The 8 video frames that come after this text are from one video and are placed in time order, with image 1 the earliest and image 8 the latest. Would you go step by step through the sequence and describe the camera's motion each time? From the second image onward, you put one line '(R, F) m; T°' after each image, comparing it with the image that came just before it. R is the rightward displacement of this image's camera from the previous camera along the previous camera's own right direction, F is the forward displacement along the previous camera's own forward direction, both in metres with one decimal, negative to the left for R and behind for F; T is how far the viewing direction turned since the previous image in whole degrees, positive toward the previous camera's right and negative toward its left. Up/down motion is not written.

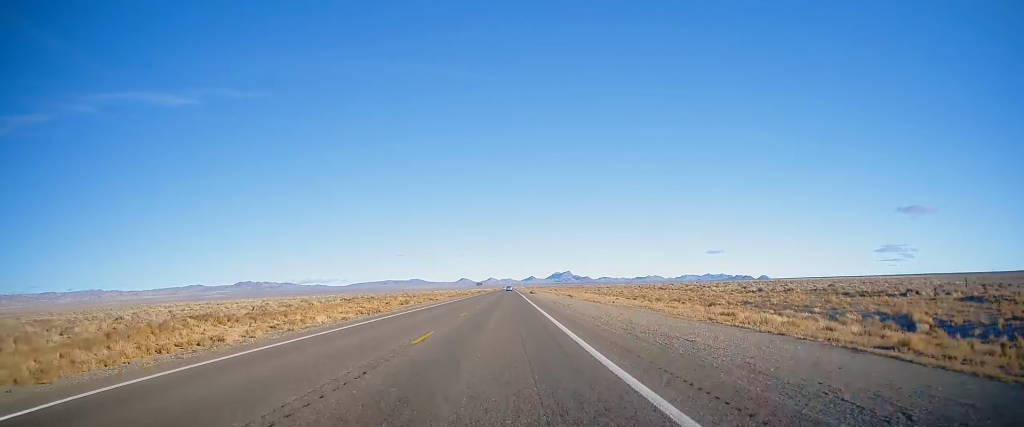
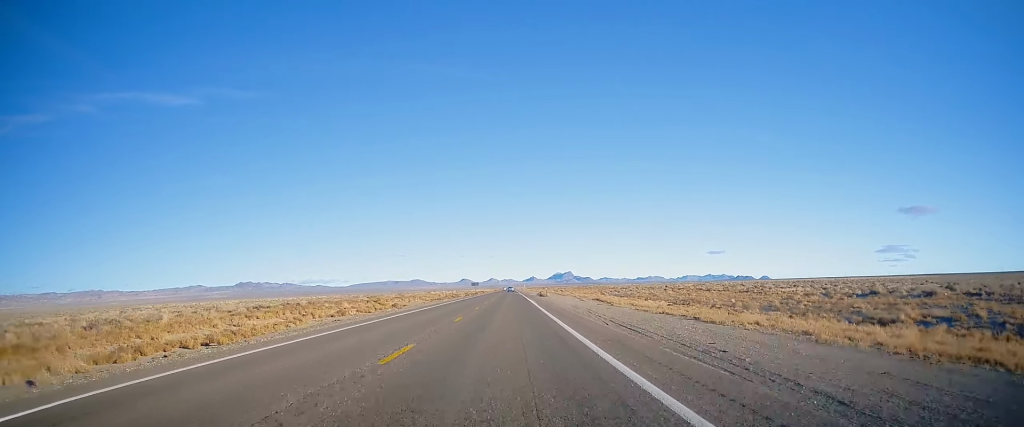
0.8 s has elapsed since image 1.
(+0.1, +28.0) m; -1°
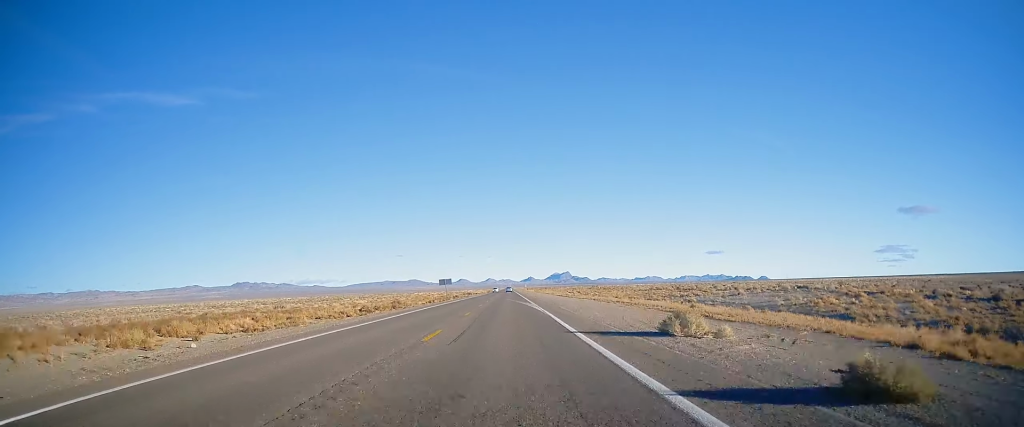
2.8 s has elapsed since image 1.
(+0.1, +69.0) m; +1°
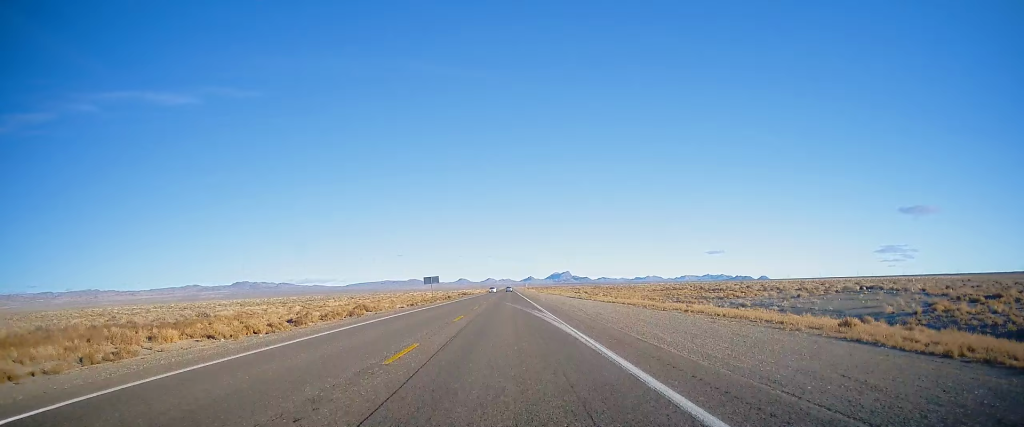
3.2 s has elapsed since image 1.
(0.0, +16.5) m; 0°
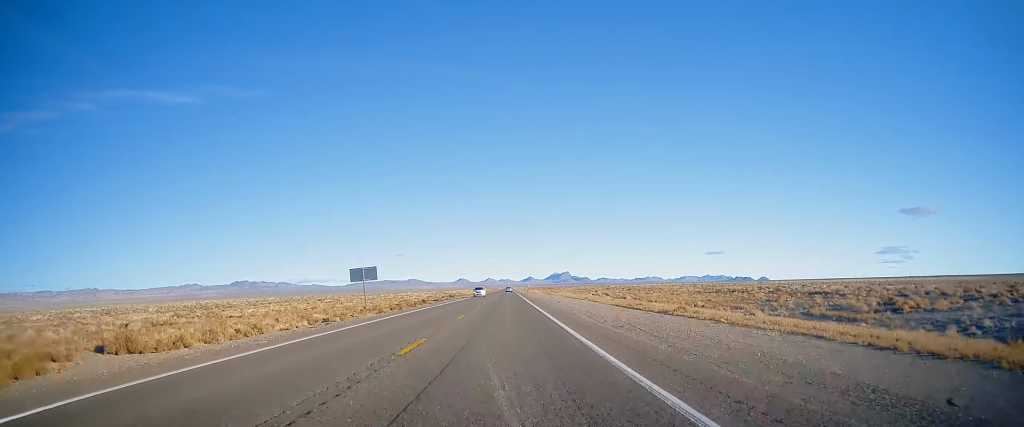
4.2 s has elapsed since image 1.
(-0.1, +35.5) m; -1°
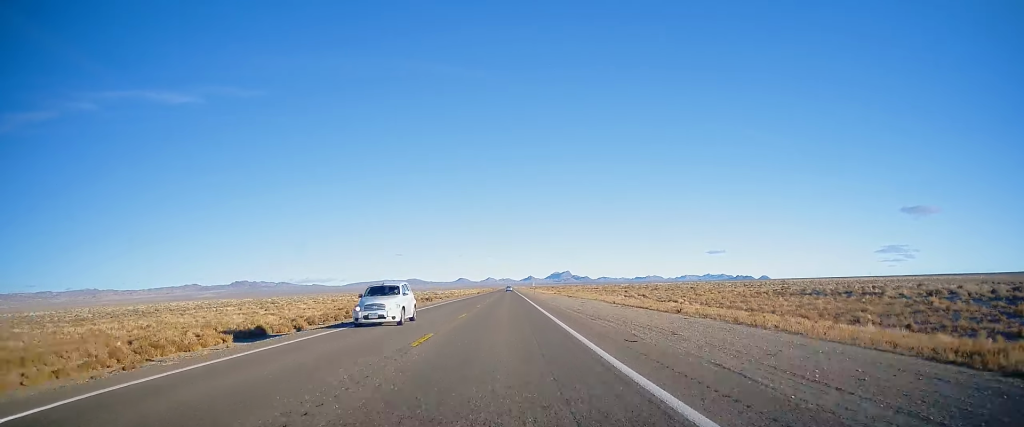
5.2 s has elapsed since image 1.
(-0.2, +35.1) m; 0°
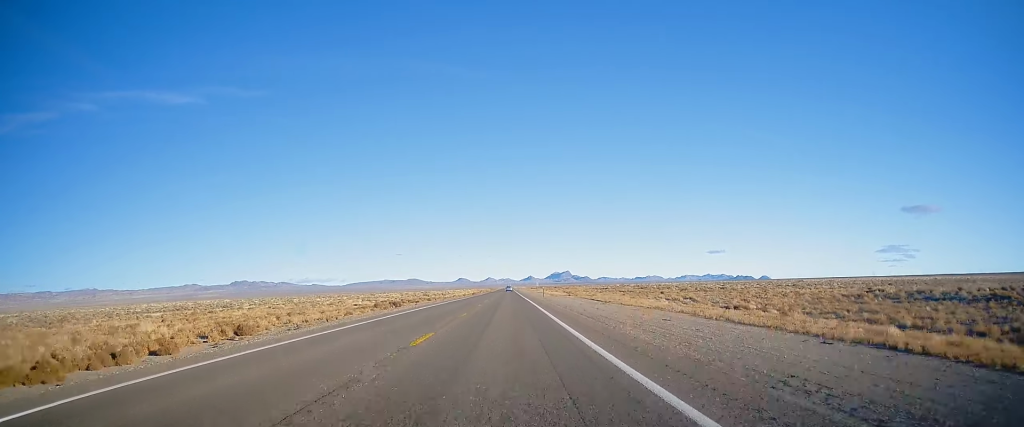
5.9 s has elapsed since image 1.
(0.0, +24.3) m; 0°
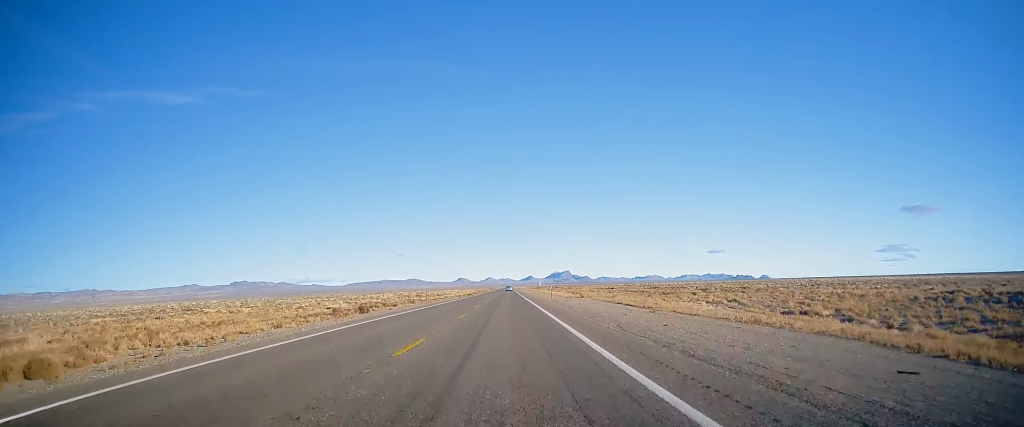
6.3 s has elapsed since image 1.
(0.0, +13.9) m; 0°
